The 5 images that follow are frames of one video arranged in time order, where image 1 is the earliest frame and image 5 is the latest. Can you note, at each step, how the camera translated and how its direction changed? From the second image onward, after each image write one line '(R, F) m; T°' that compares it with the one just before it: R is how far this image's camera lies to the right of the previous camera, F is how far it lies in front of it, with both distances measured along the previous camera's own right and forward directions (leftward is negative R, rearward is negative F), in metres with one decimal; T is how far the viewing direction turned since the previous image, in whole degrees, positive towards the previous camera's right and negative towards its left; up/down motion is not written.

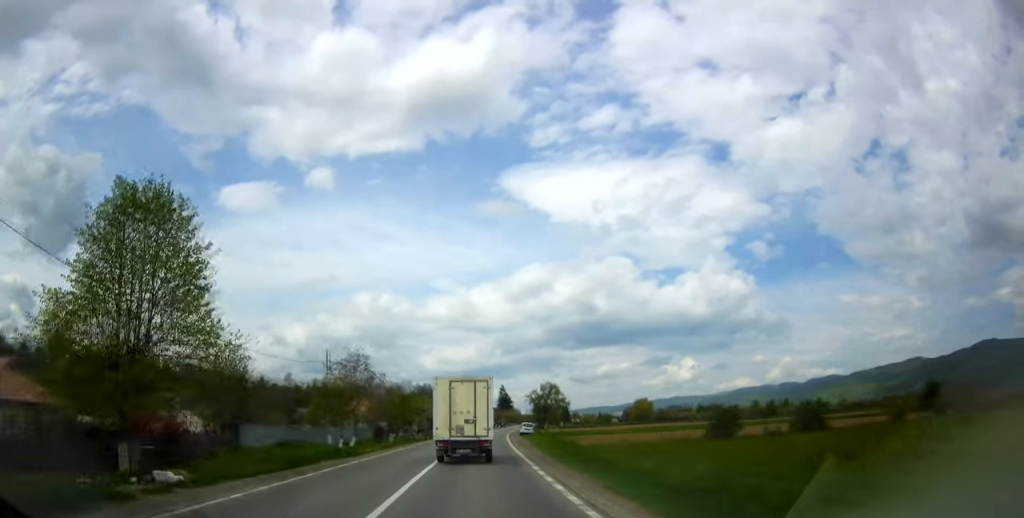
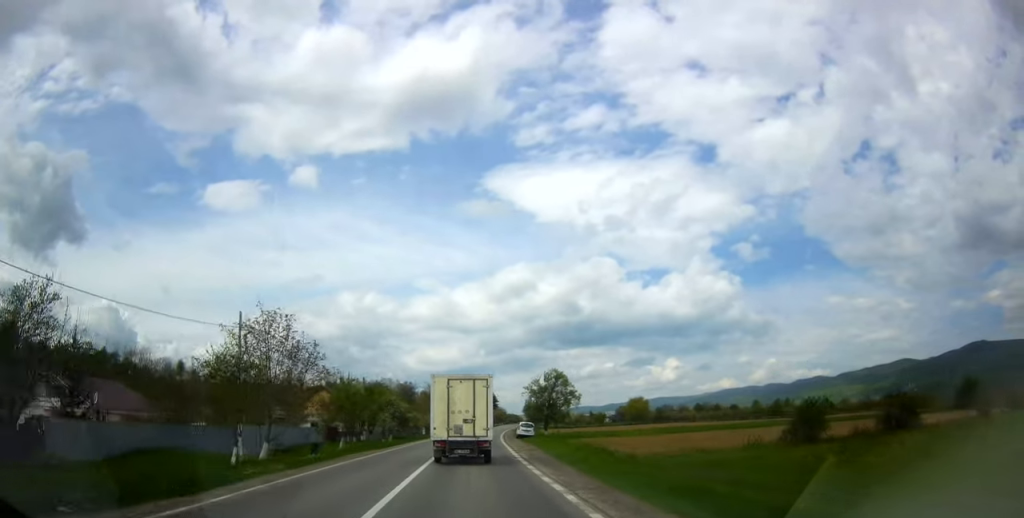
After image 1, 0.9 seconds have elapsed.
(-0.1, +17.6) m; +1°
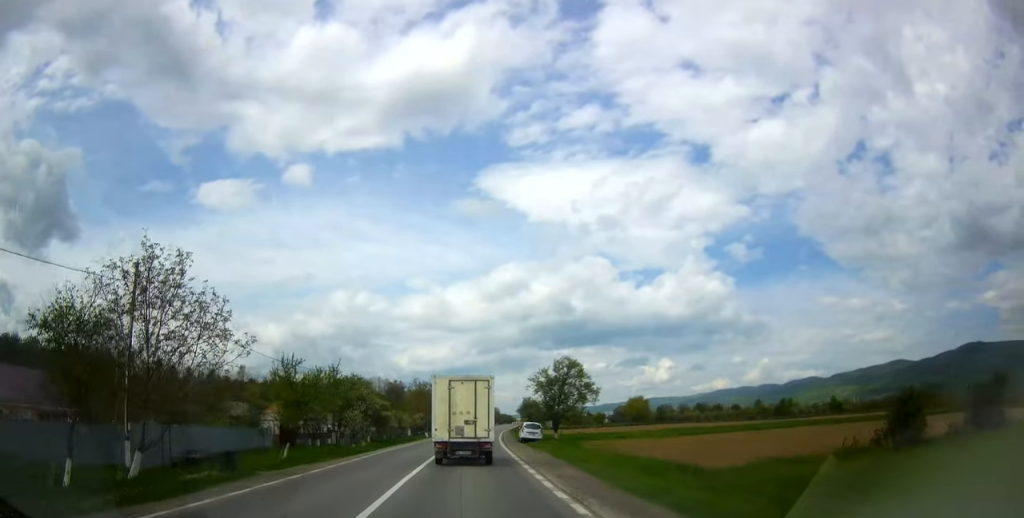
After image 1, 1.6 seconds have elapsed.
(+0.1, +12.1) m; +1°
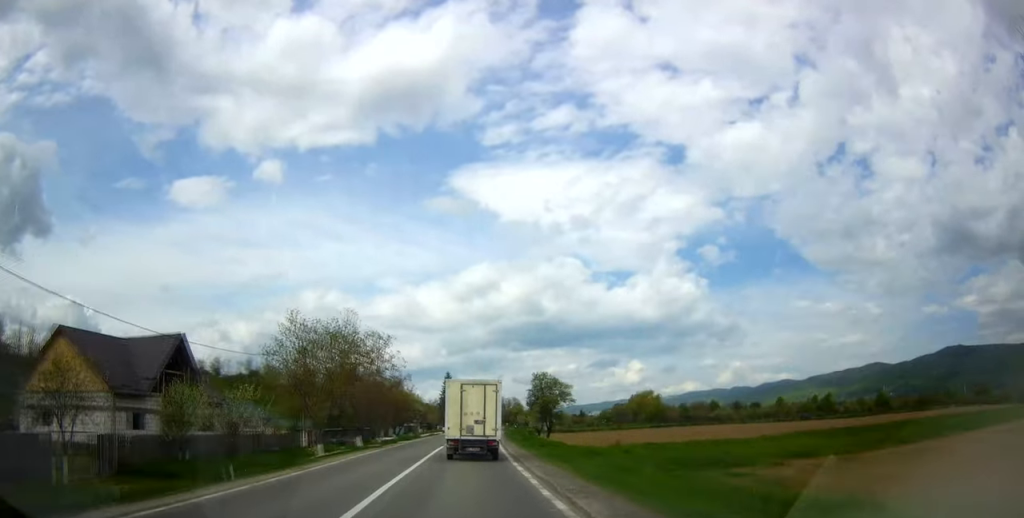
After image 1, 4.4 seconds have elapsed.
(+0.6, +50.9) m; +2°
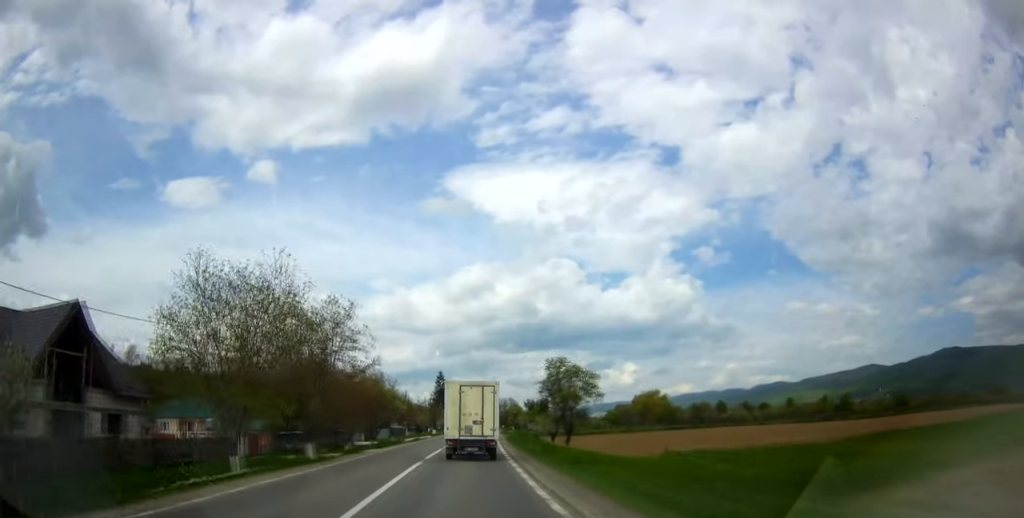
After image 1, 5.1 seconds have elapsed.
(+0.4, +12.4) m; +1°
